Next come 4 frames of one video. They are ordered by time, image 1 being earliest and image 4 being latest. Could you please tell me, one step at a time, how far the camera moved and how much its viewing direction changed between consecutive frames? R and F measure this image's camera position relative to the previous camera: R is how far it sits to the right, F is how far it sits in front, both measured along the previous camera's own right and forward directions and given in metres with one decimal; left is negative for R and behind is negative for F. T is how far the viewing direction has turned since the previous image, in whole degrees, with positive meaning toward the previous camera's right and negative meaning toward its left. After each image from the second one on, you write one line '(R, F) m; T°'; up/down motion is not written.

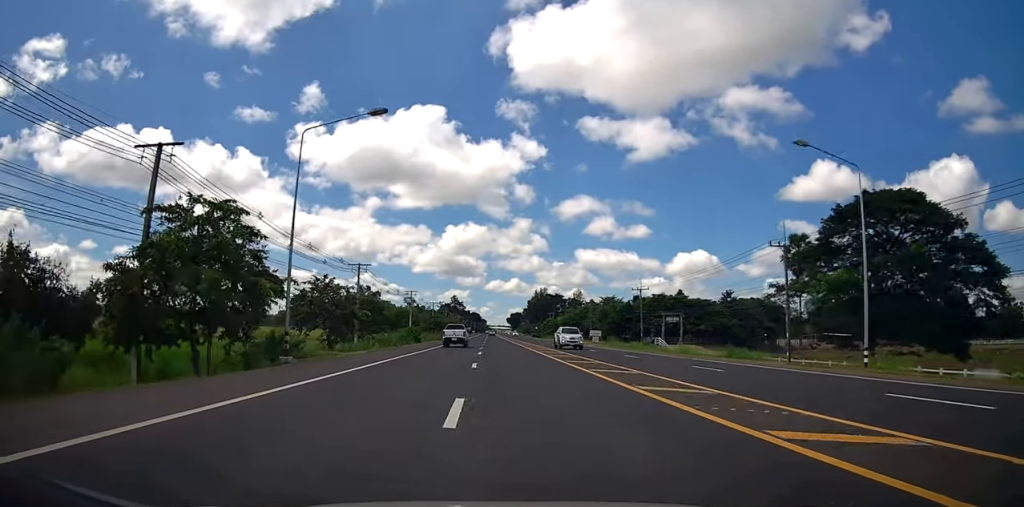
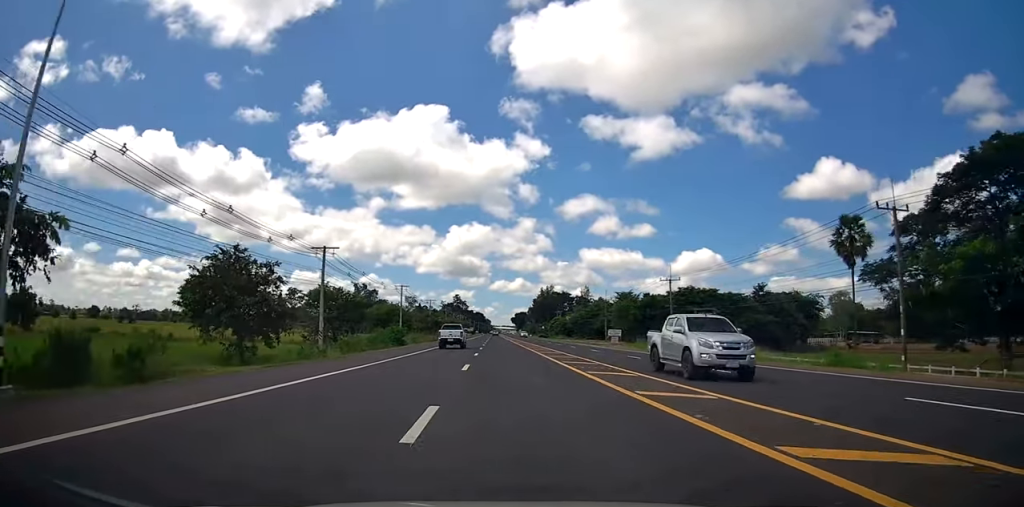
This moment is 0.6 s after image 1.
(+0.2, +13.0) m; 0°
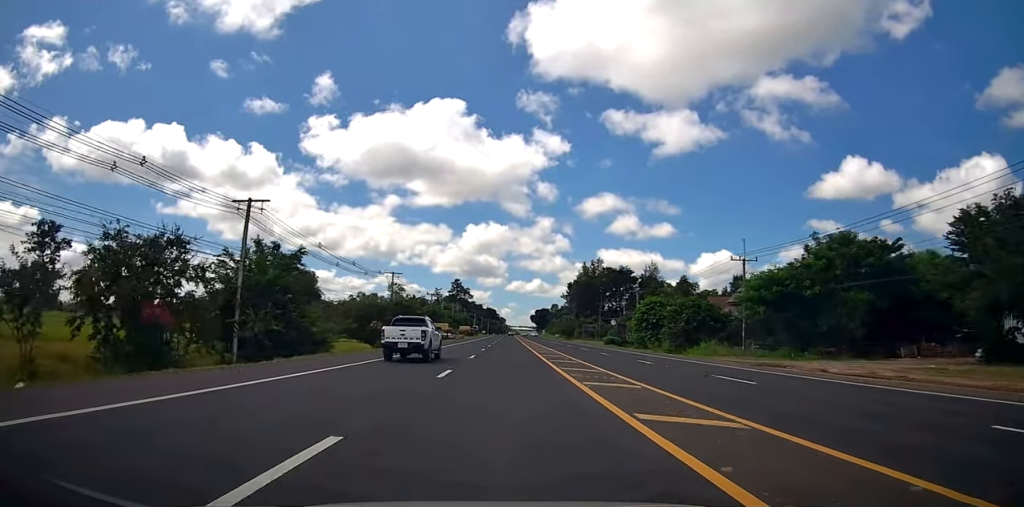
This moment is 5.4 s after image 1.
(-2.9, +99.0) m; -2°
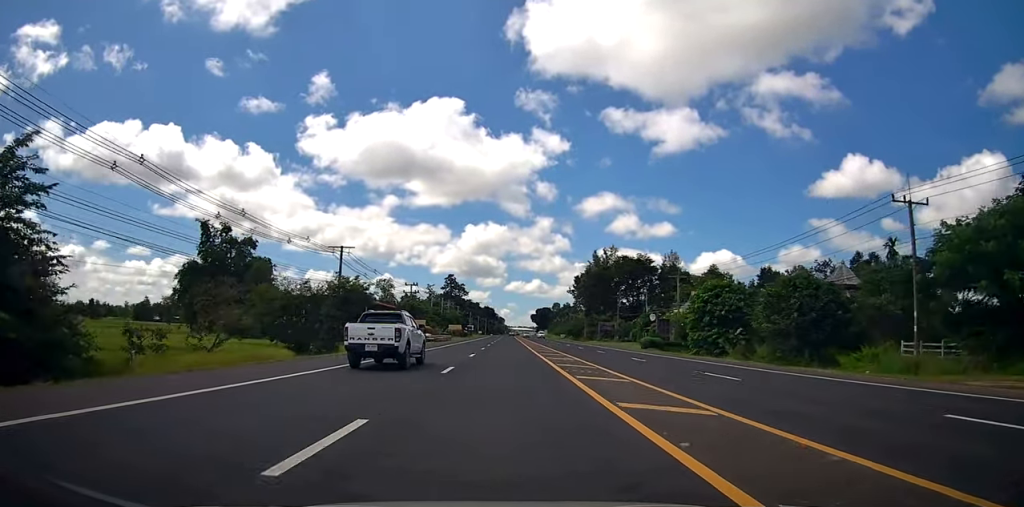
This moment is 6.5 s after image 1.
(+0.3, +23.0) m; 0°
